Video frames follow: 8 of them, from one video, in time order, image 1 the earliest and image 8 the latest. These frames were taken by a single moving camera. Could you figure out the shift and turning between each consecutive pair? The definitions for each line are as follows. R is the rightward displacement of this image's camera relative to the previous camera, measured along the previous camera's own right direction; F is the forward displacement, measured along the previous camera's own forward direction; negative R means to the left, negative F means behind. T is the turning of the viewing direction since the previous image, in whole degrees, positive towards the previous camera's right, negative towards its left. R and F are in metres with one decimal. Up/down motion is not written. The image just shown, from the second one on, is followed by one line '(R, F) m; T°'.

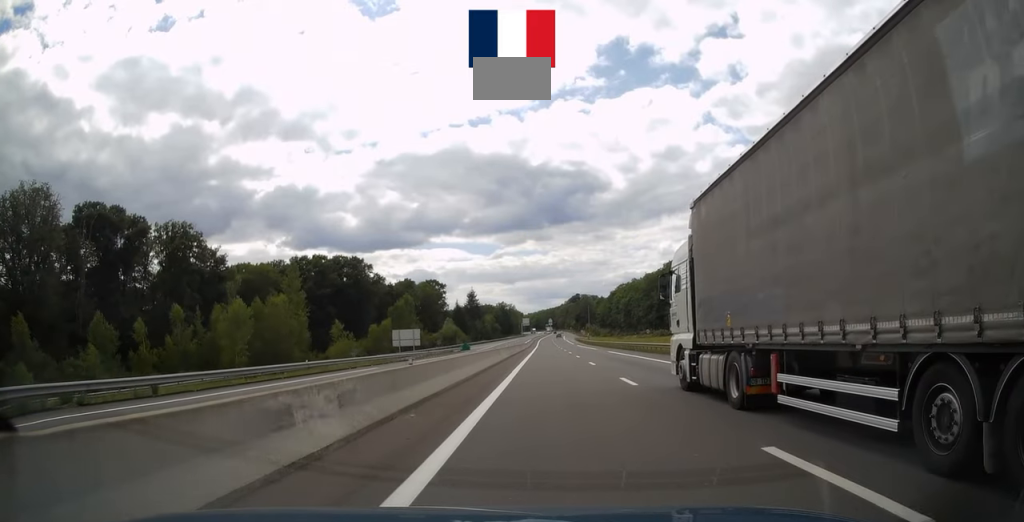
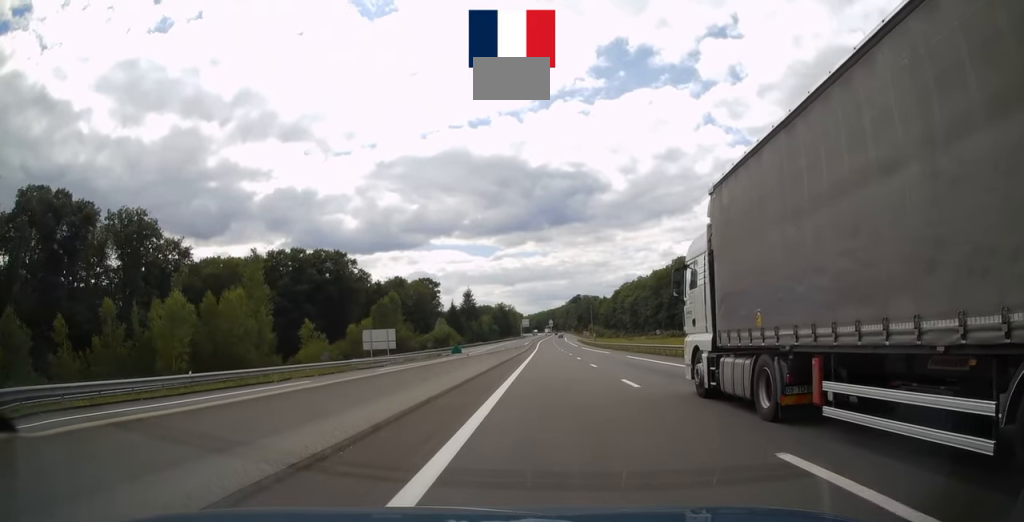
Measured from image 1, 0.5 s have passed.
(0.0, +13.2) m; -1°
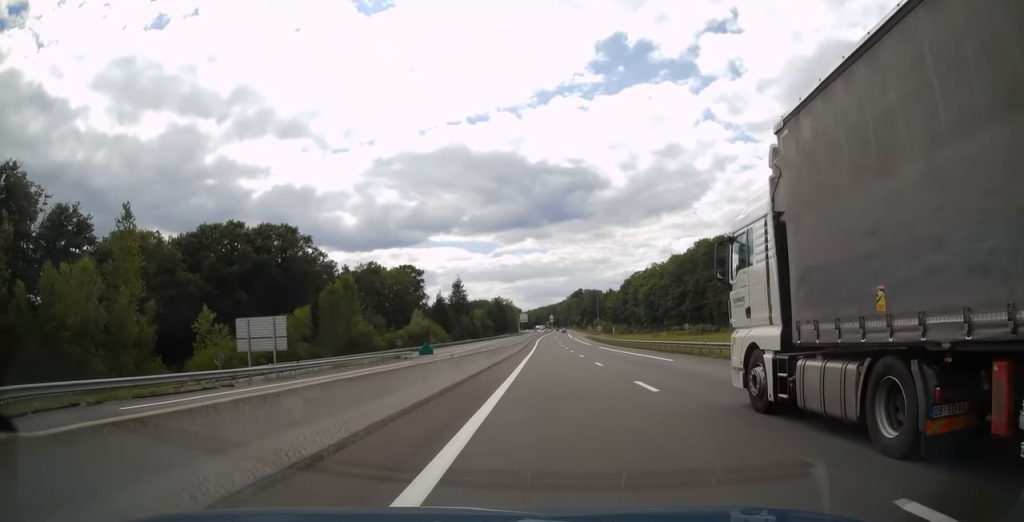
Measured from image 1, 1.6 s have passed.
(-0.4, +28.0) m; -1°
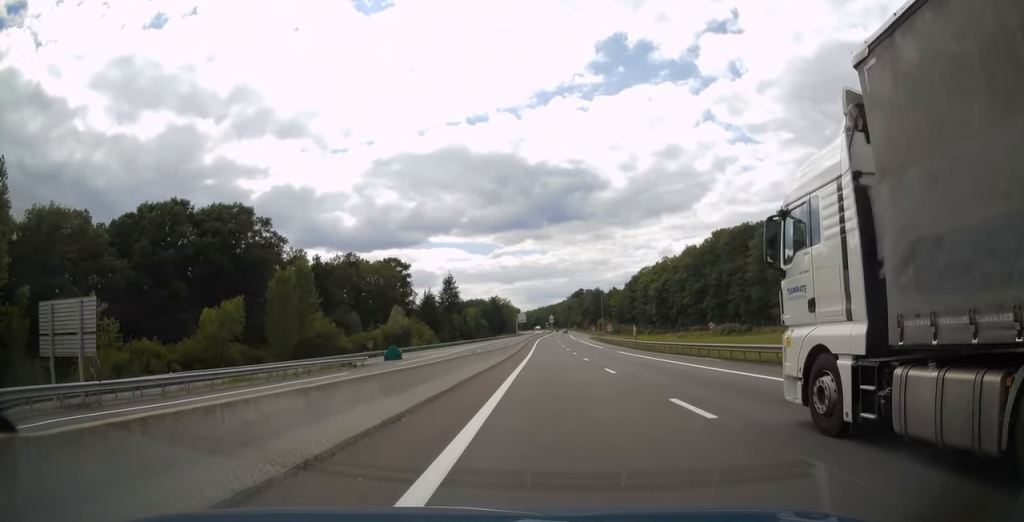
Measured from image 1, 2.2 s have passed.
(0.0, +17.6) m; 0°
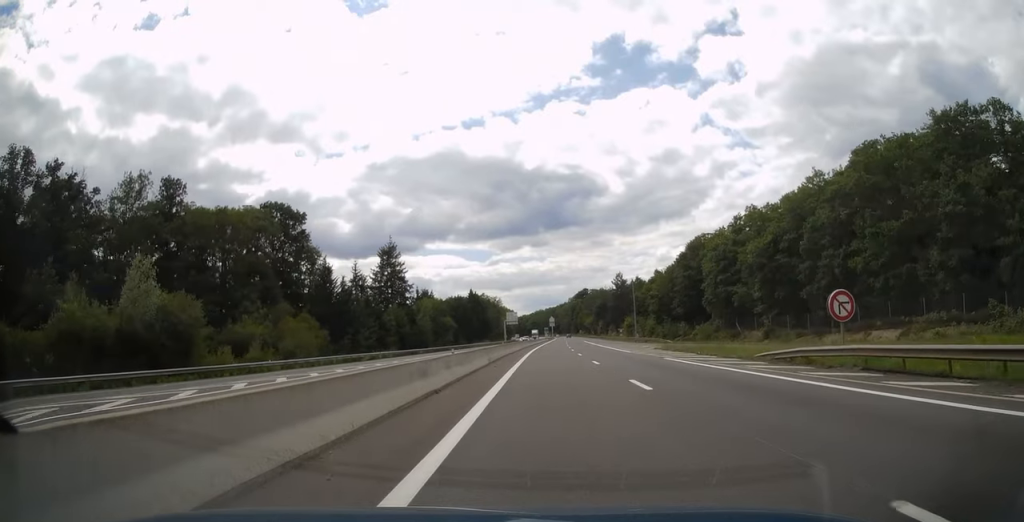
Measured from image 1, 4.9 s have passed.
(+0.8, +73.0) m; +1°
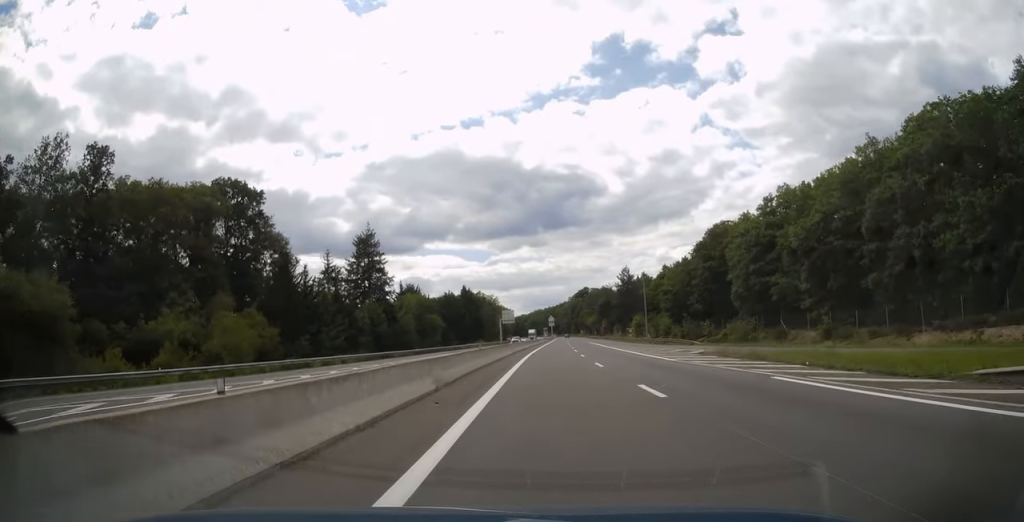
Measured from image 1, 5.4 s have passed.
(0.0, +14.7) m; 0°
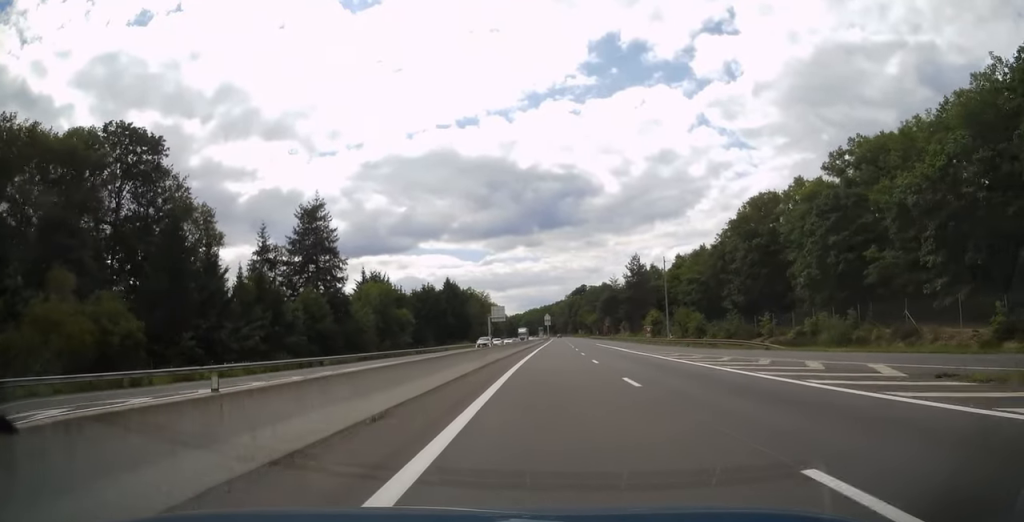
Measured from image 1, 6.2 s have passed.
(0.0, +22.9) m; 0°
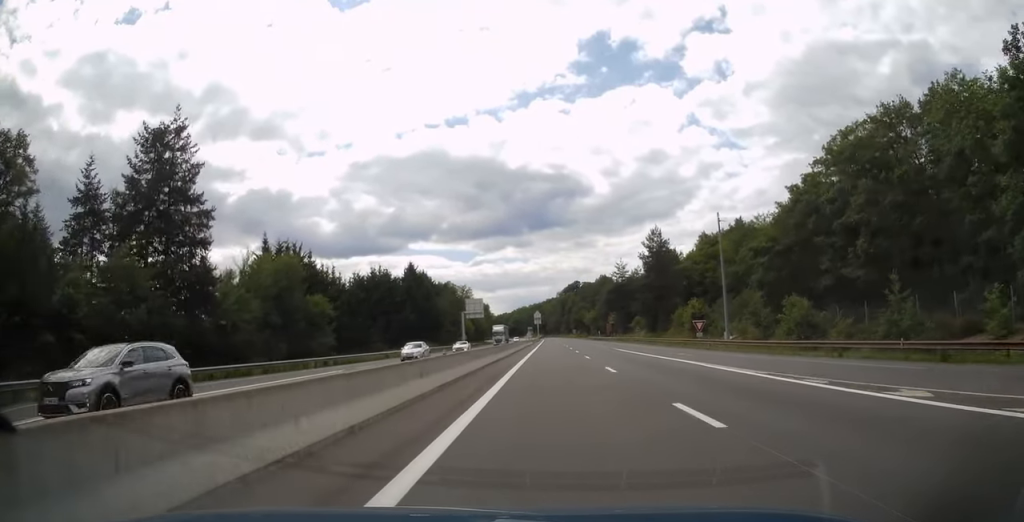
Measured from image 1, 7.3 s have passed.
(+0.2, +32.9) m; +1°
